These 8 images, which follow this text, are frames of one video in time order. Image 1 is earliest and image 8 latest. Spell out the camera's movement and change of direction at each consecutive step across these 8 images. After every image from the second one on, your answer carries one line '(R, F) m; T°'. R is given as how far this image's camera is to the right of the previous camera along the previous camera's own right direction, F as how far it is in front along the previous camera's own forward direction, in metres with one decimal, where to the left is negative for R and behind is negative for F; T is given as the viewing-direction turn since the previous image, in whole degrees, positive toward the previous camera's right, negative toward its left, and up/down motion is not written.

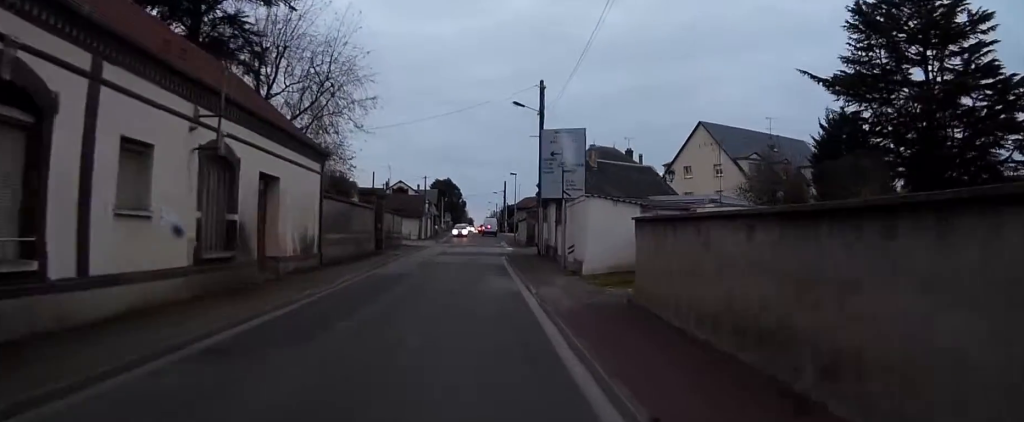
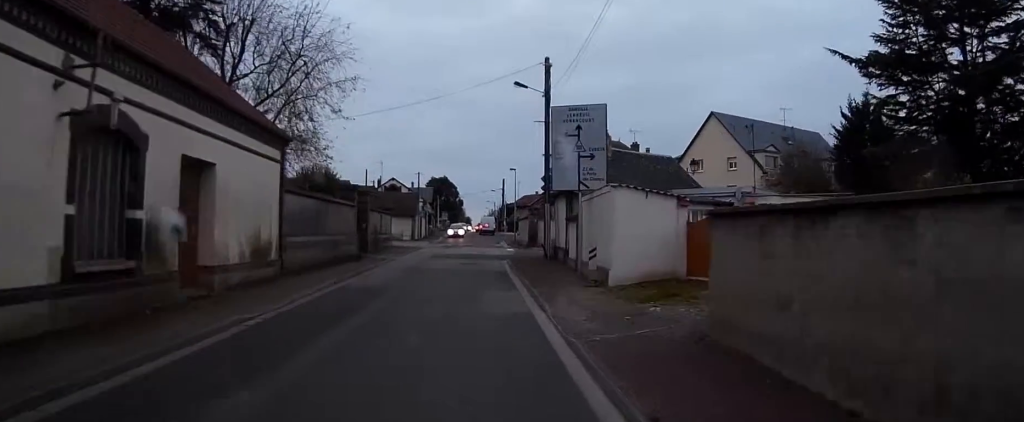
(-0.1, +5.5) m; -1°
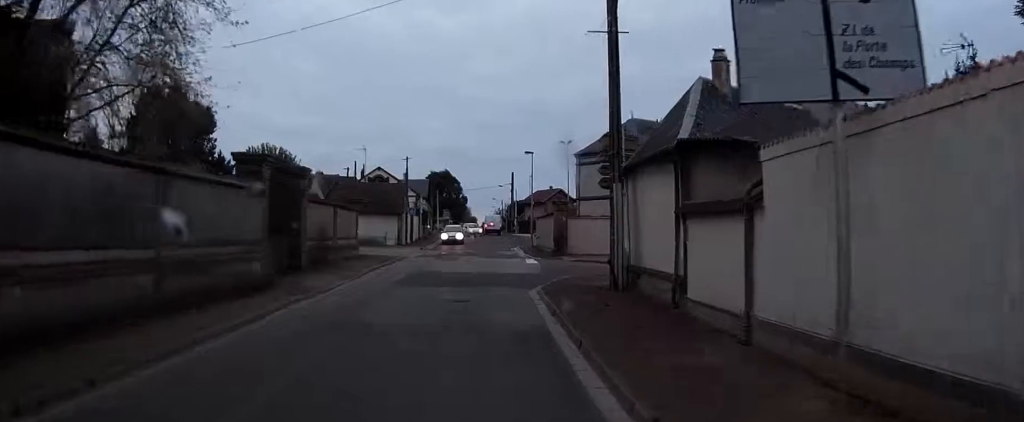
(+0.4, +16.8) m; +2°
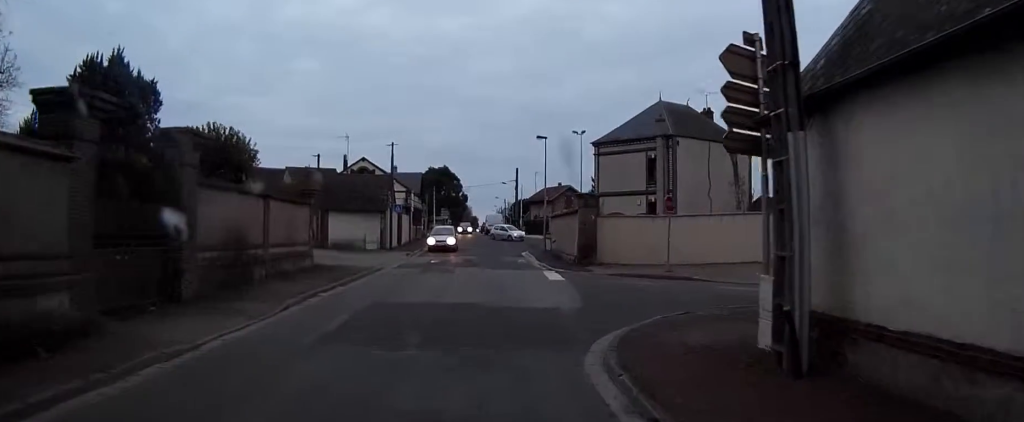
(0.0, +11.0) m; -1°
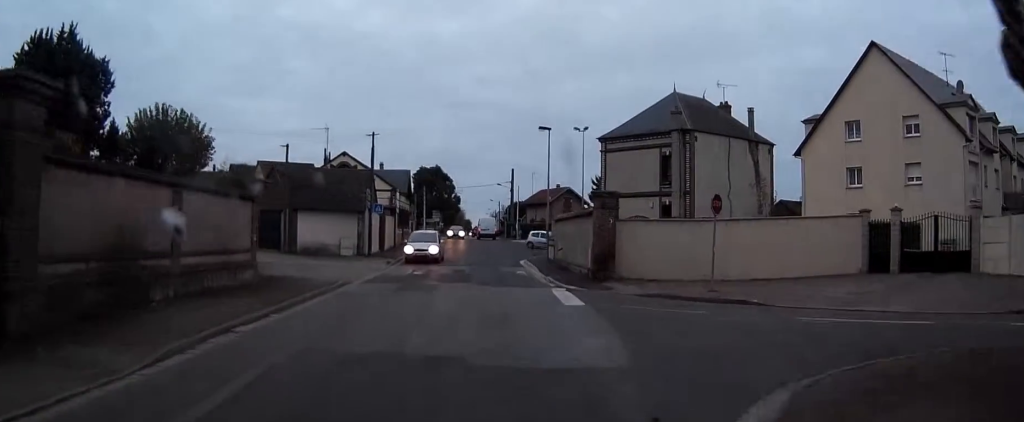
(-0.1, +6.9) m; -1°
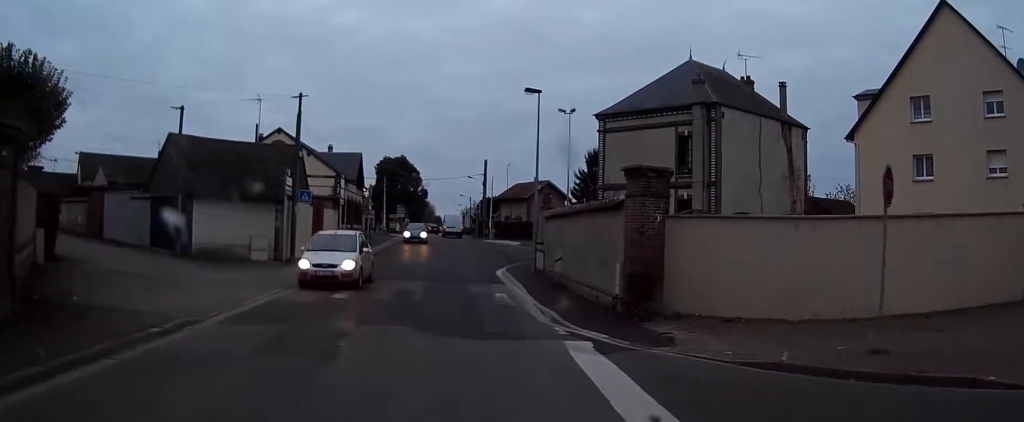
(-0.1, +11.7) m; +2°
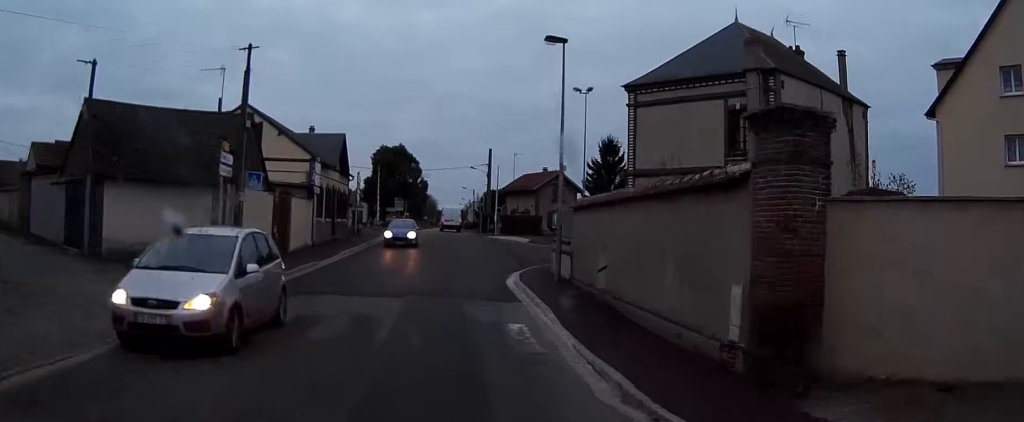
(+0.2, +7.7) m; +2°
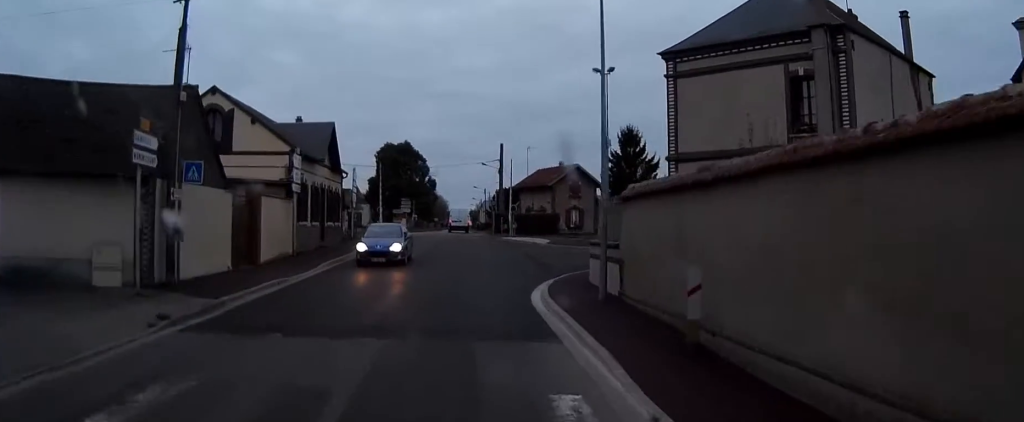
(+0.2, +5.9) m; 0°
